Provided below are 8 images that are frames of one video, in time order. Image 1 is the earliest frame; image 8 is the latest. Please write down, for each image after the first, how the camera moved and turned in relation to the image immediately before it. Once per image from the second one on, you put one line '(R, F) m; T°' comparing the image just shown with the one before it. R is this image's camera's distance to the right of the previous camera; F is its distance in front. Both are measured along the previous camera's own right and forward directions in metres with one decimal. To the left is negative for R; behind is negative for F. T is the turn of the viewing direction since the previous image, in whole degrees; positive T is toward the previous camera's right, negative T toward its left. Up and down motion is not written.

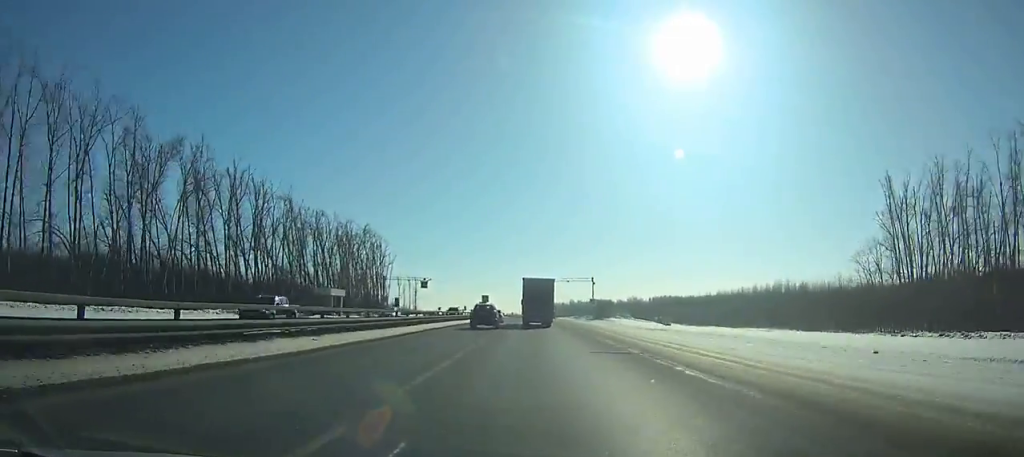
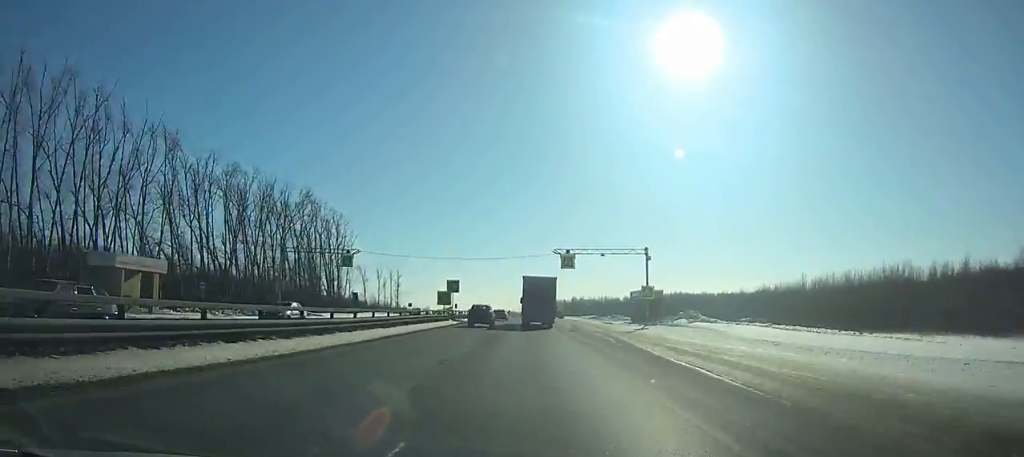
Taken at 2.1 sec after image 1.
(0.0, +43.1) m; 0°
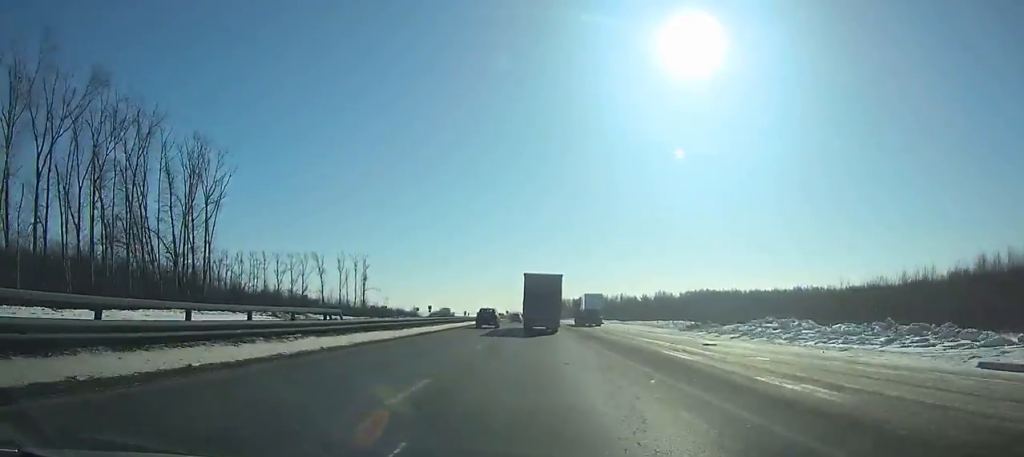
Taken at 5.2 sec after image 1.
(-0.1, +66.7) m; 0°
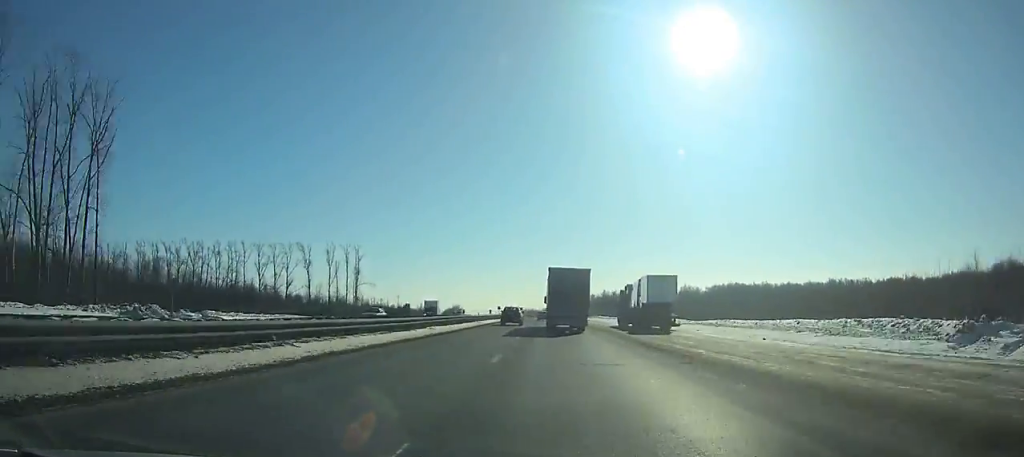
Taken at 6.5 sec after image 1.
(0.0, +28.9) m; 0°
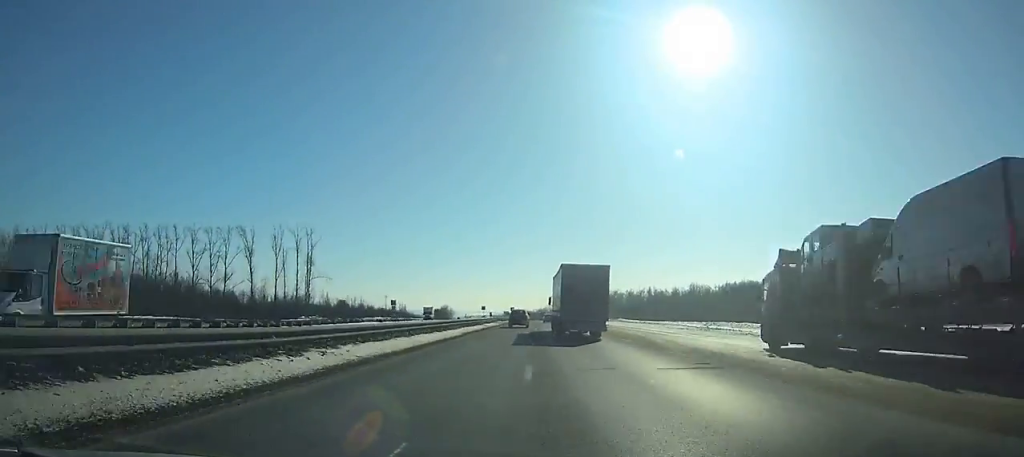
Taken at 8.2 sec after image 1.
(-0.2, +39.9) m; 0°
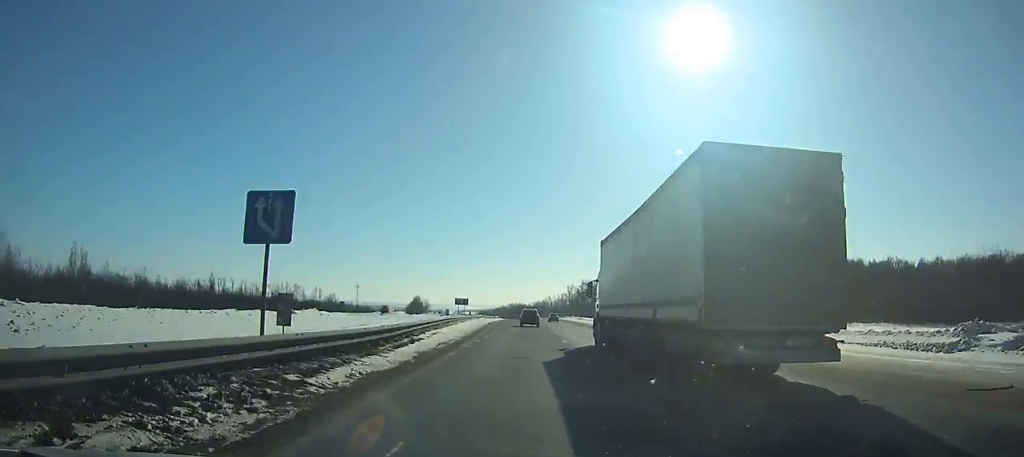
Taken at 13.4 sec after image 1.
(+0.3, +128.3) m; 0°
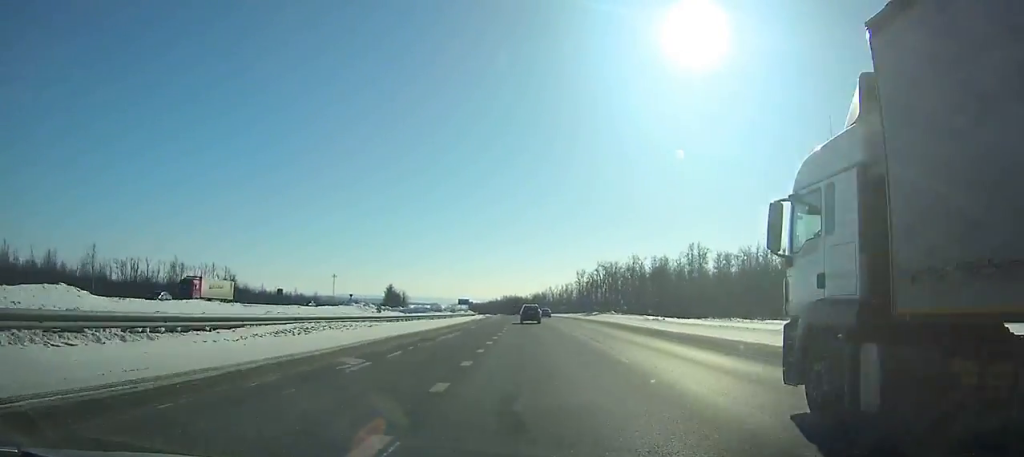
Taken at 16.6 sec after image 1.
(+0.2, +83.1) m; 0°
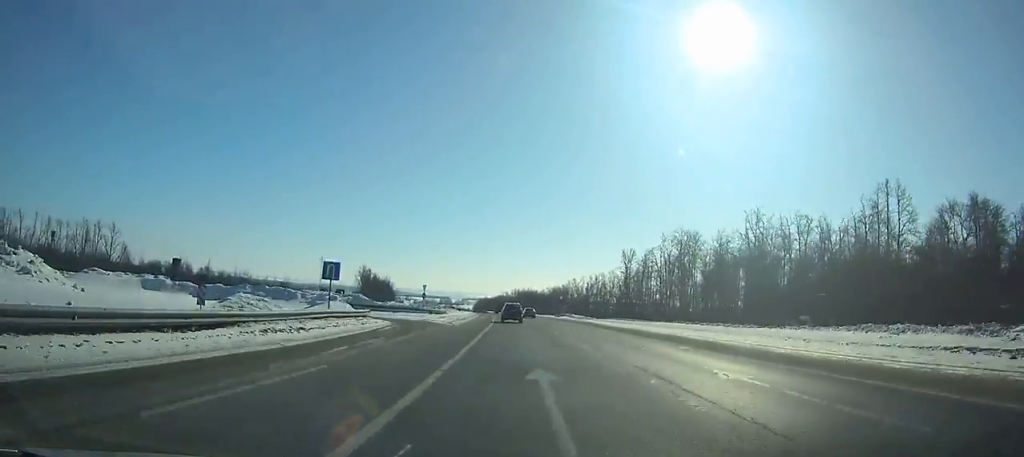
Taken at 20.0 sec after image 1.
(-0.6, +89.7) m; -1°
